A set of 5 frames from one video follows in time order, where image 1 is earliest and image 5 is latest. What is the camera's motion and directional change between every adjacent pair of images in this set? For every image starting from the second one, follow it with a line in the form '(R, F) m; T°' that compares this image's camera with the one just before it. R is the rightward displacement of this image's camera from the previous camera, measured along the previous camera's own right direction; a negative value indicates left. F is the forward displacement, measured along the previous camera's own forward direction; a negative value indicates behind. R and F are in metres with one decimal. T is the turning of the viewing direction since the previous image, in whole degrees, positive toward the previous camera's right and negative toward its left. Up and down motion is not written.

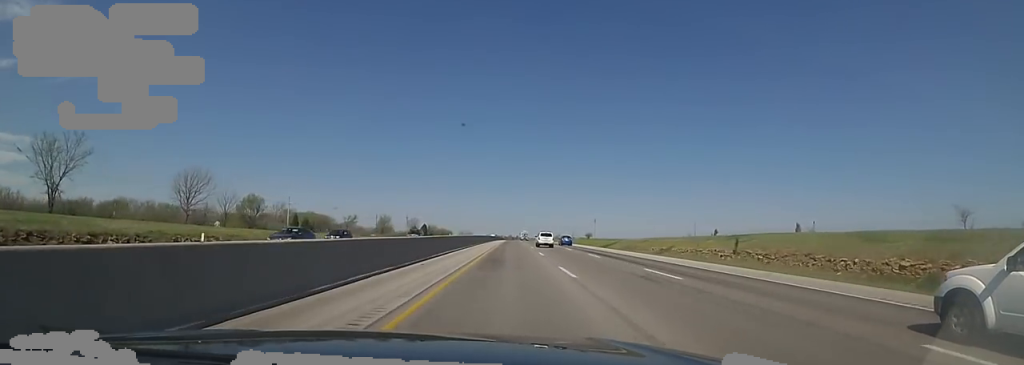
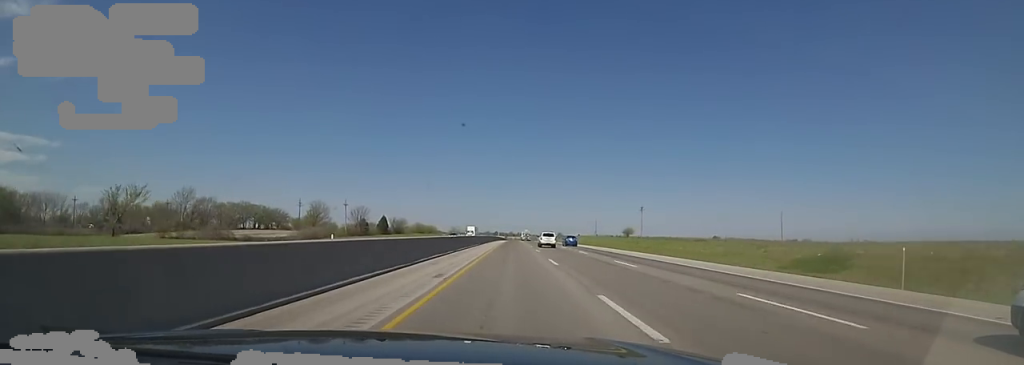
(+1.4, +86.0) m; +2°
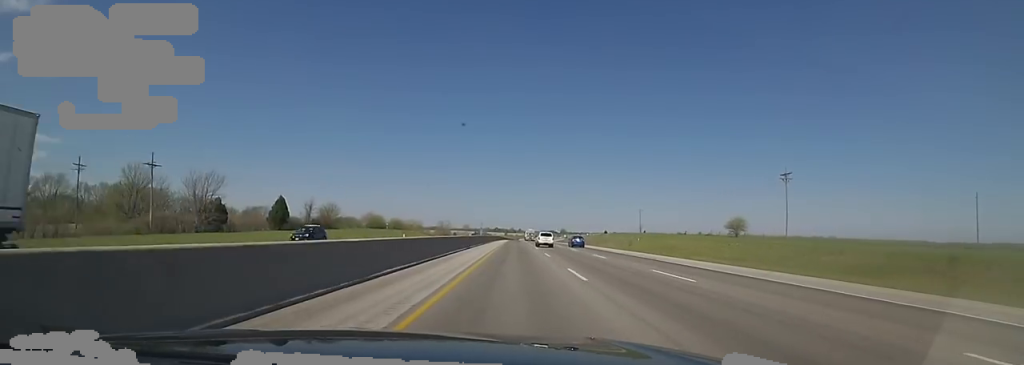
(-2.6, +83.3) m; 0°
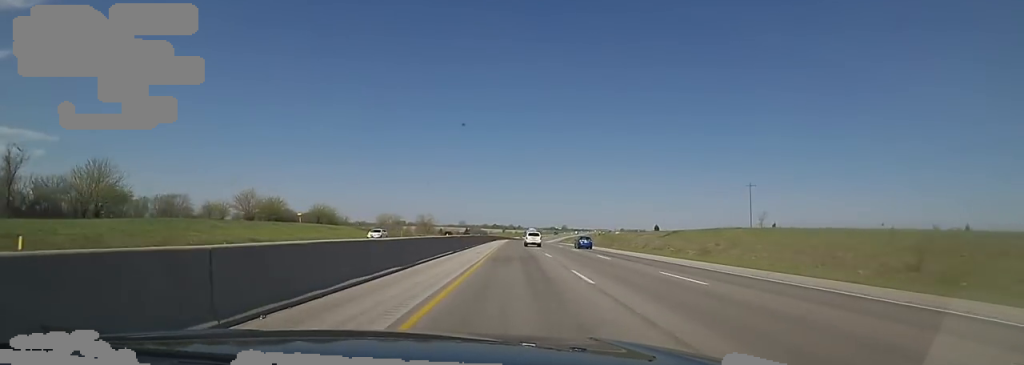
(-0.7, +77.3) m; -1°
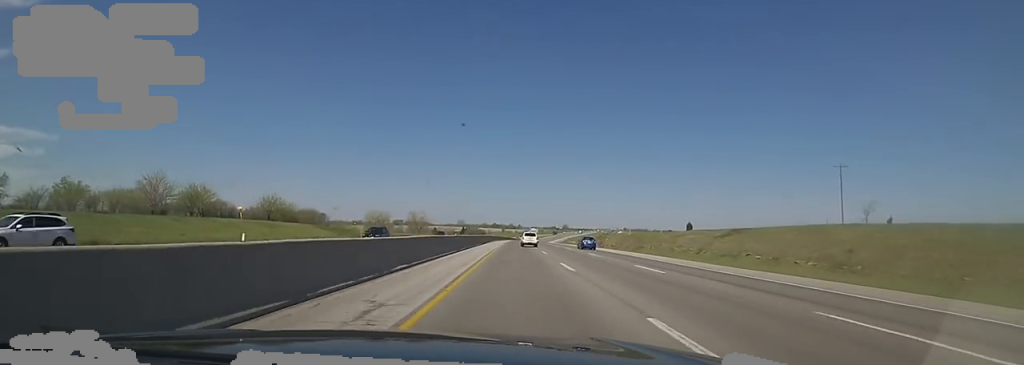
(-0.3, +25.7) m; +2°
